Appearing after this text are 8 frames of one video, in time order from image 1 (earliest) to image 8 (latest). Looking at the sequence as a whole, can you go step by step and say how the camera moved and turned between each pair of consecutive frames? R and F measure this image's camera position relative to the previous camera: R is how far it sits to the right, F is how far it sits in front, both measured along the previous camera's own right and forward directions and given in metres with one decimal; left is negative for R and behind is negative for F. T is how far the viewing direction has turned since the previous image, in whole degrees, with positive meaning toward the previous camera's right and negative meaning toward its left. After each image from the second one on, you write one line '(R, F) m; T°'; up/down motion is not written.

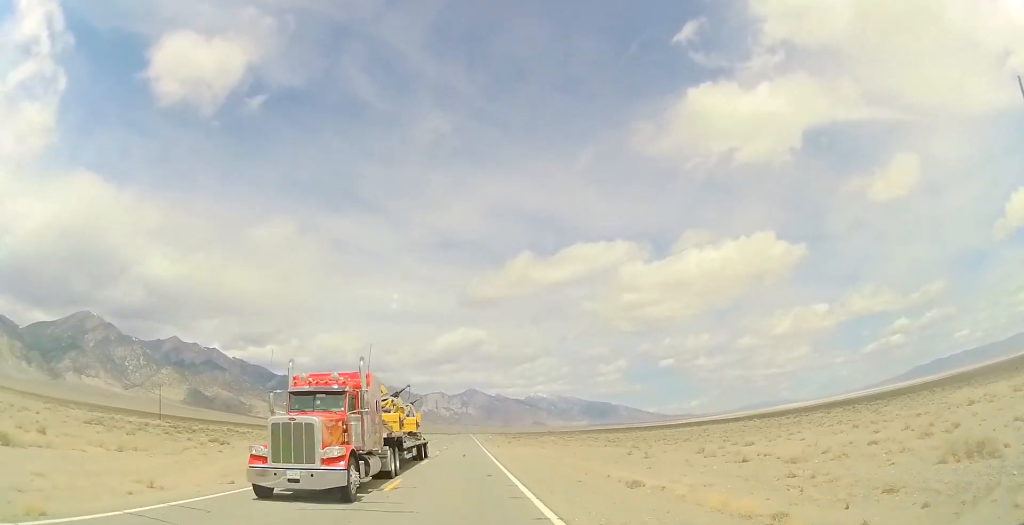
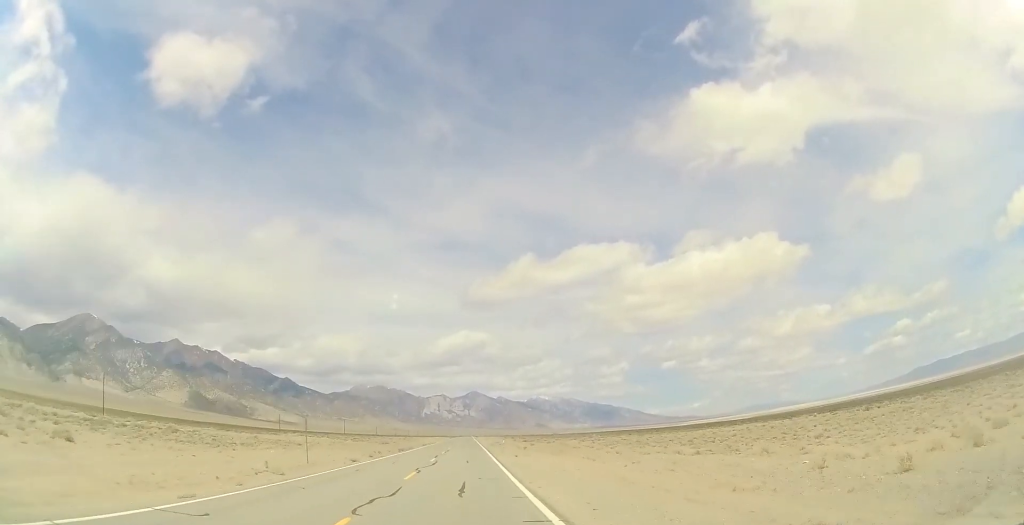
(0.0, +20.0) m; 0°
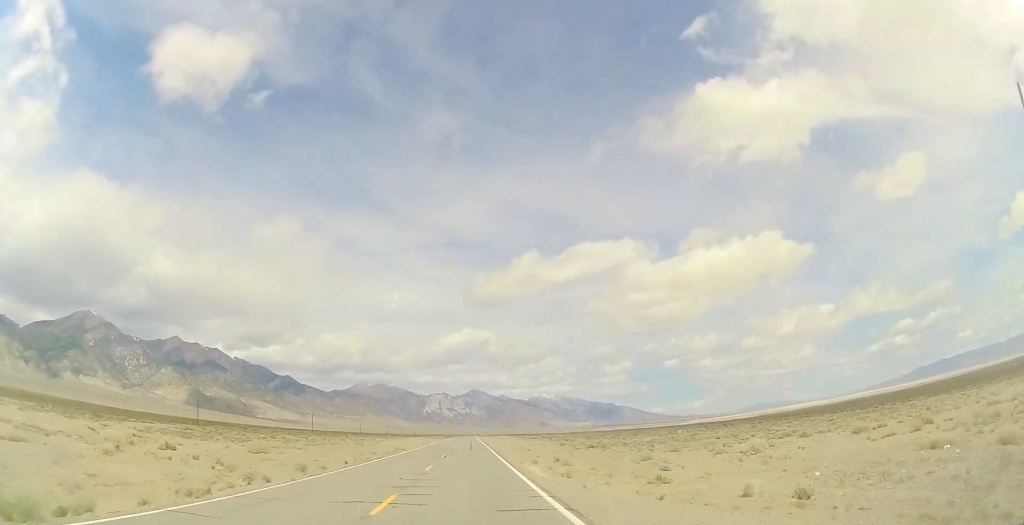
(-0.1, +56.6) m; 0°
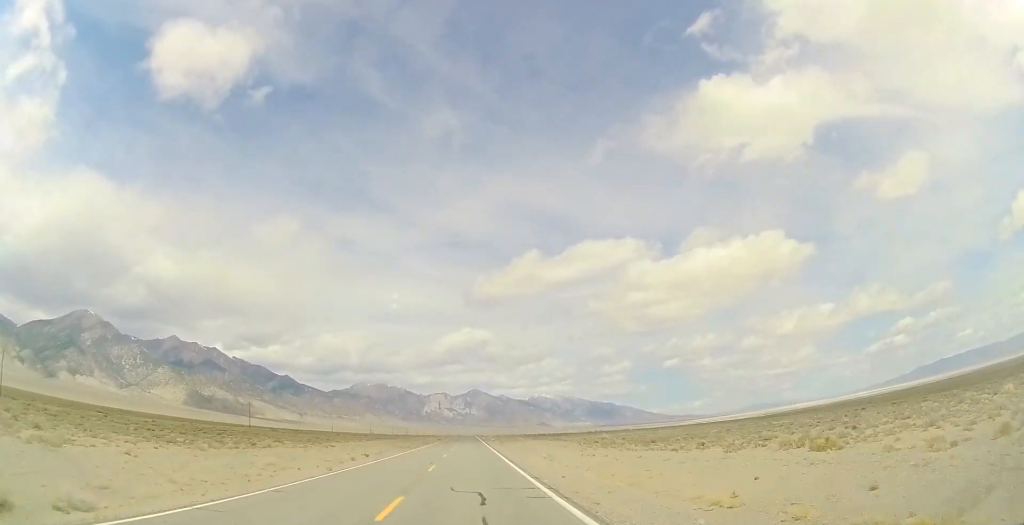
(+0.3, +61.0) m; +1°
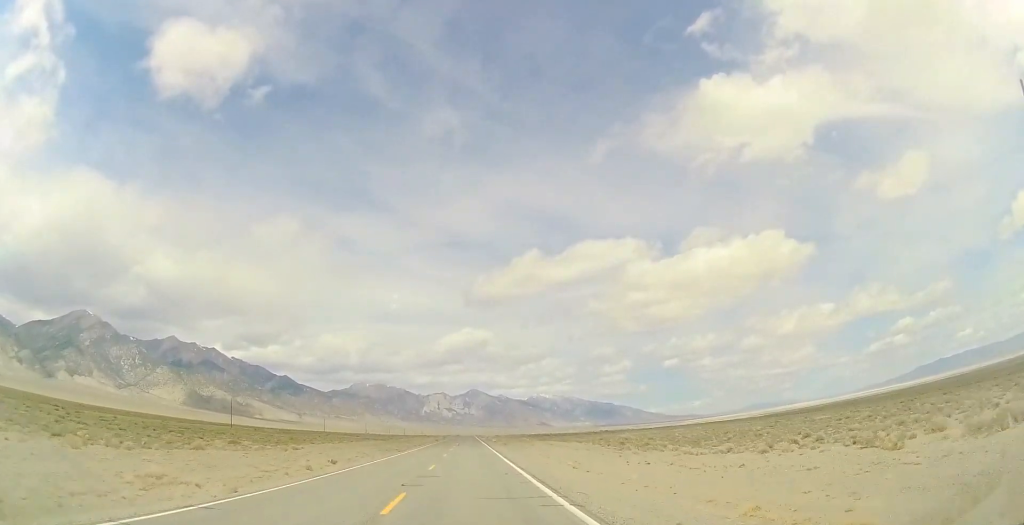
(+0.2, +11.6) m; 0°
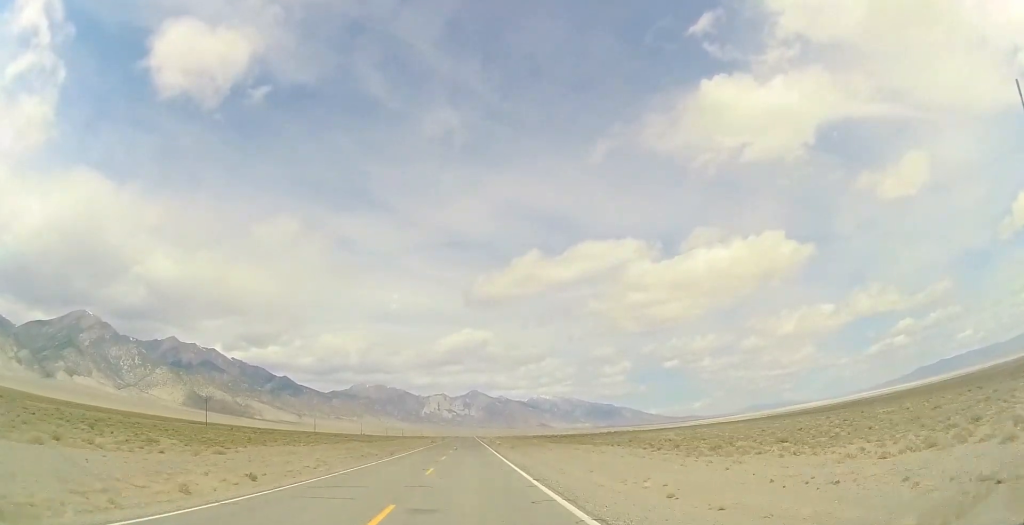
(-0.1, +14.2) m; 0°
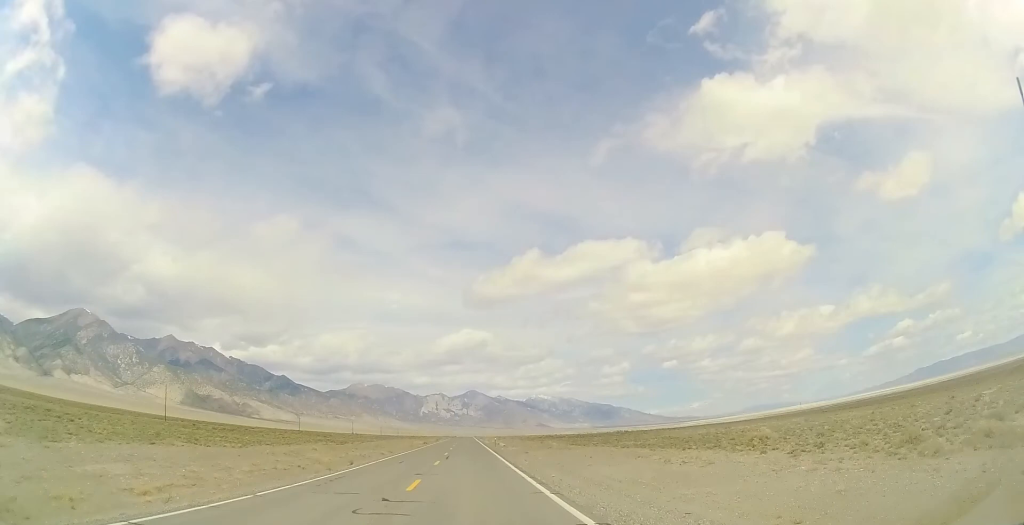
(-0.2, +17.7) m; 0°
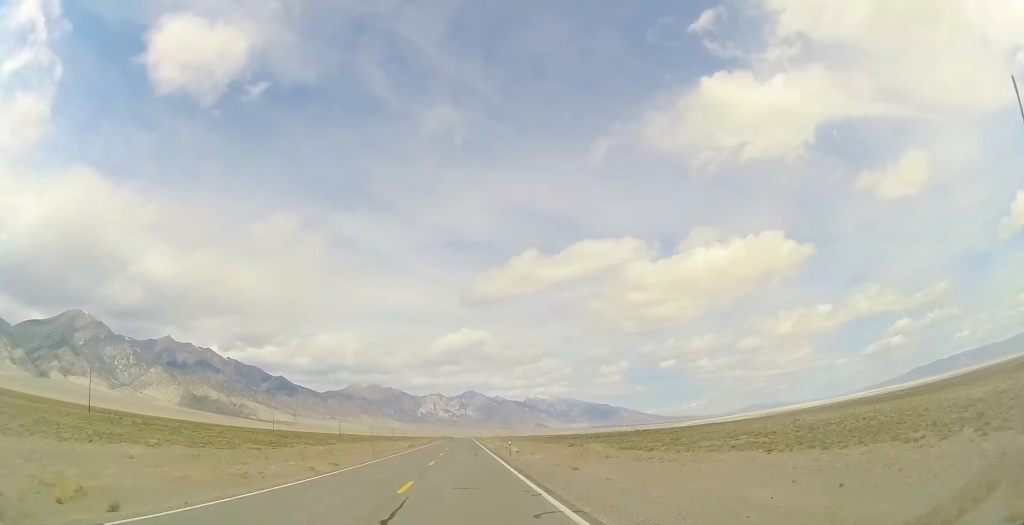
(+0.4, +24.6) m; +1°
